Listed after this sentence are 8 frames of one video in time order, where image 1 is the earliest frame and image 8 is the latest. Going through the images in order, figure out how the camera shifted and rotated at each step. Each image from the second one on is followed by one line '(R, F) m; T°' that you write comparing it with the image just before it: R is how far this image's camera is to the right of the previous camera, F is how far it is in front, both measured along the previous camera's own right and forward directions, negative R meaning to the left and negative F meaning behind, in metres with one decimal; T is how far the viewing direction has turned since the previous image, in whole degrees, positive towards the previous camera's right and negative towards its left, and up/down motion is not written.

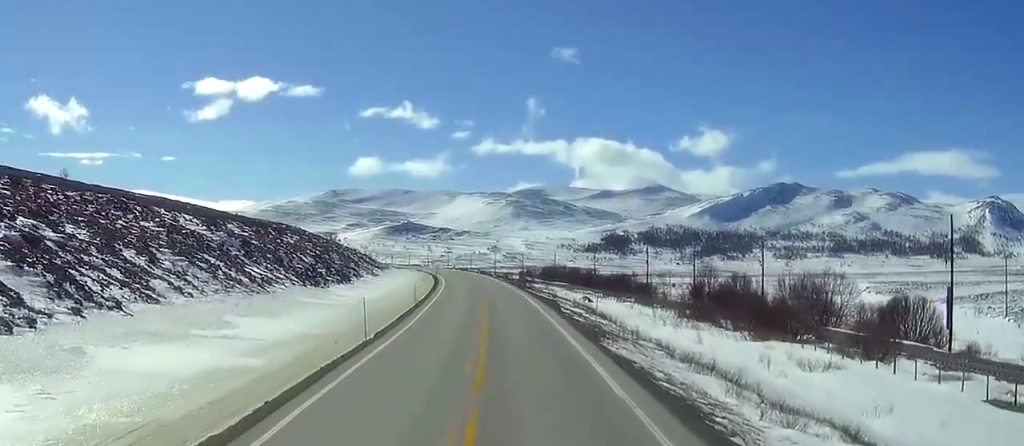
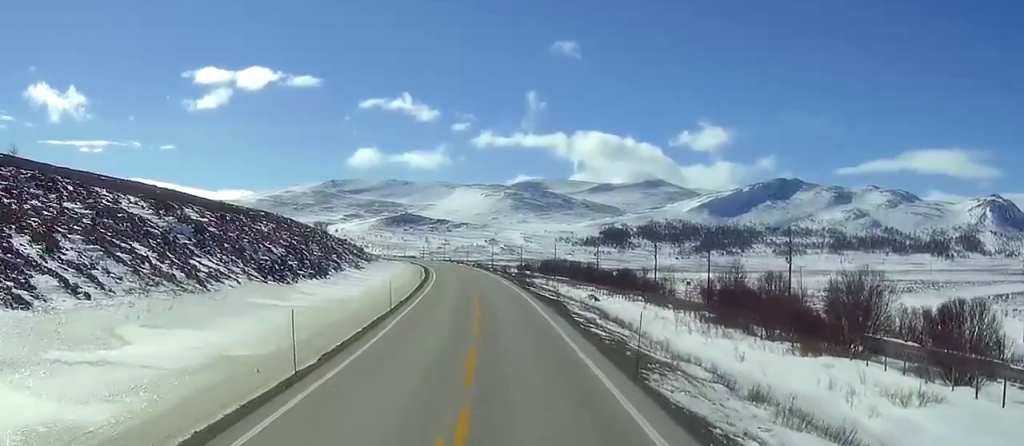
(0.0, +11.4) m; 0°
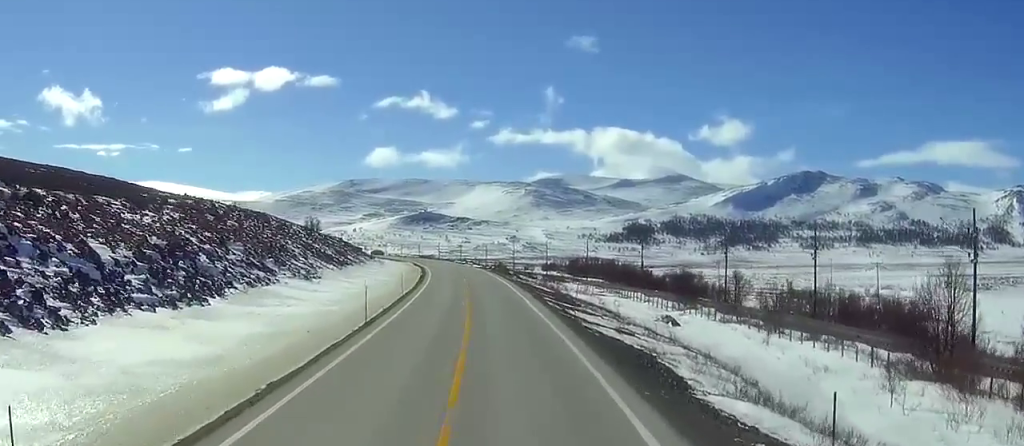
(-0.3, +37.2) m; -1°
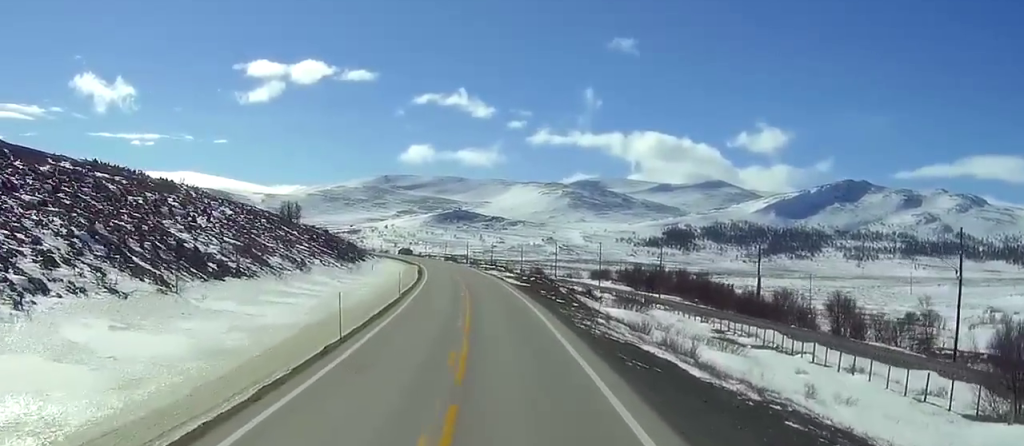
(0.0, +56.2) m; -2°
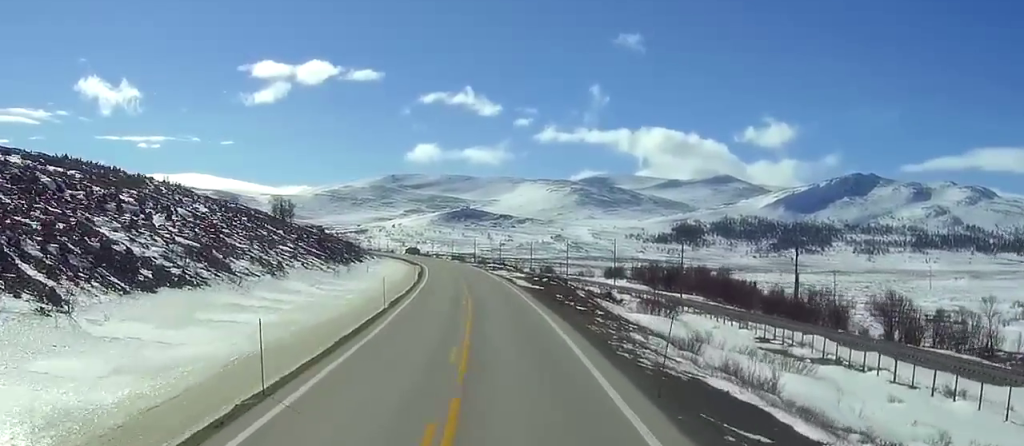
(+0.5, +11.2) m; -4°
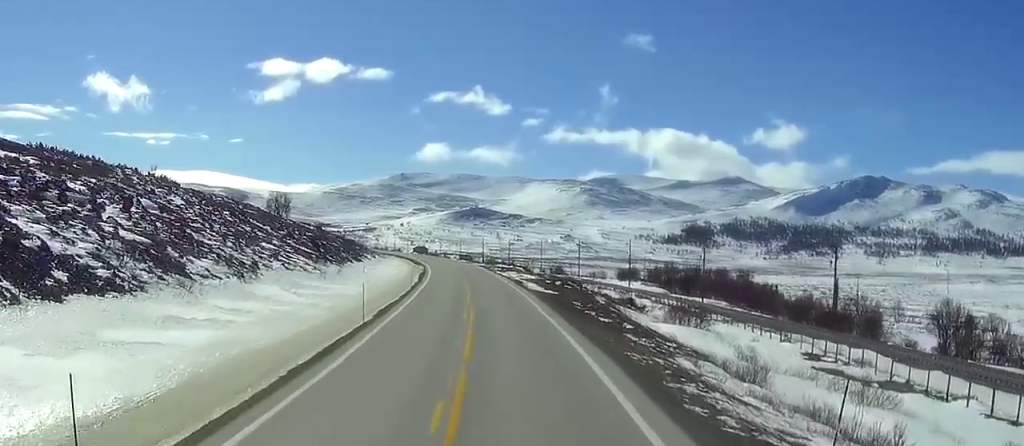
(-0.4, +9.3) m; -2°
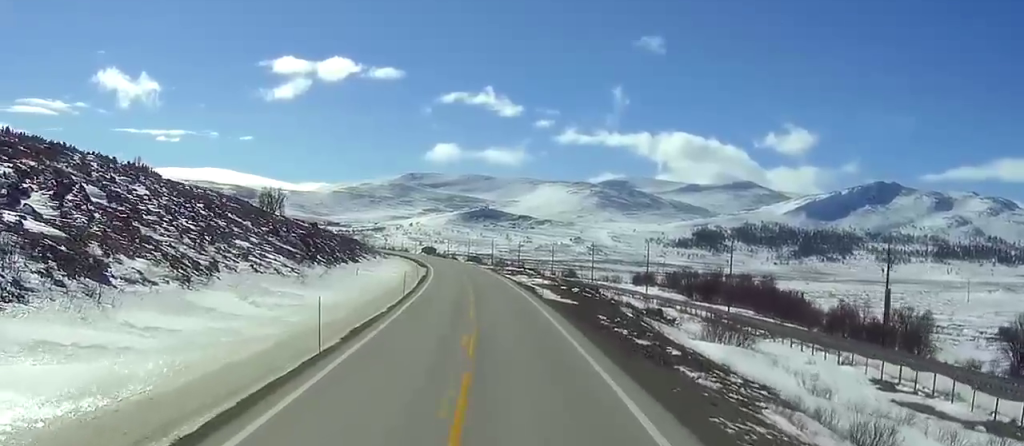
(-1.4, +10.3) m; -1°
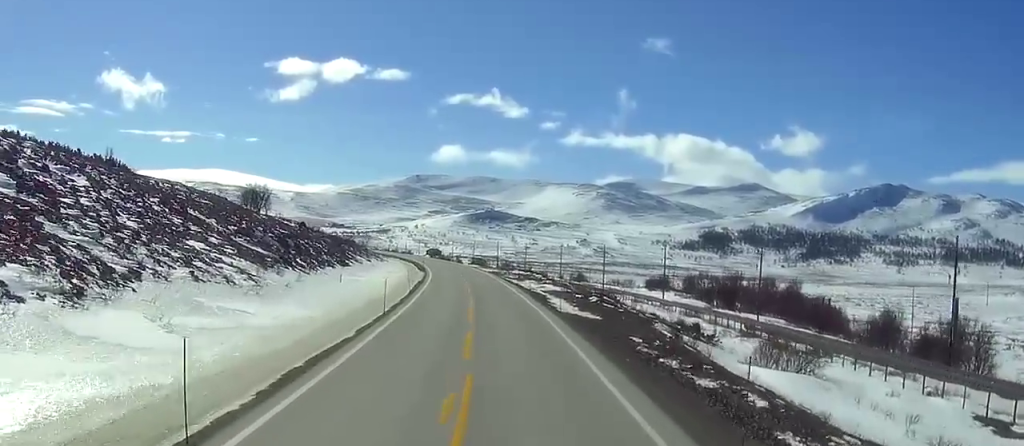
(-0.2, +11.4) m; +1°
